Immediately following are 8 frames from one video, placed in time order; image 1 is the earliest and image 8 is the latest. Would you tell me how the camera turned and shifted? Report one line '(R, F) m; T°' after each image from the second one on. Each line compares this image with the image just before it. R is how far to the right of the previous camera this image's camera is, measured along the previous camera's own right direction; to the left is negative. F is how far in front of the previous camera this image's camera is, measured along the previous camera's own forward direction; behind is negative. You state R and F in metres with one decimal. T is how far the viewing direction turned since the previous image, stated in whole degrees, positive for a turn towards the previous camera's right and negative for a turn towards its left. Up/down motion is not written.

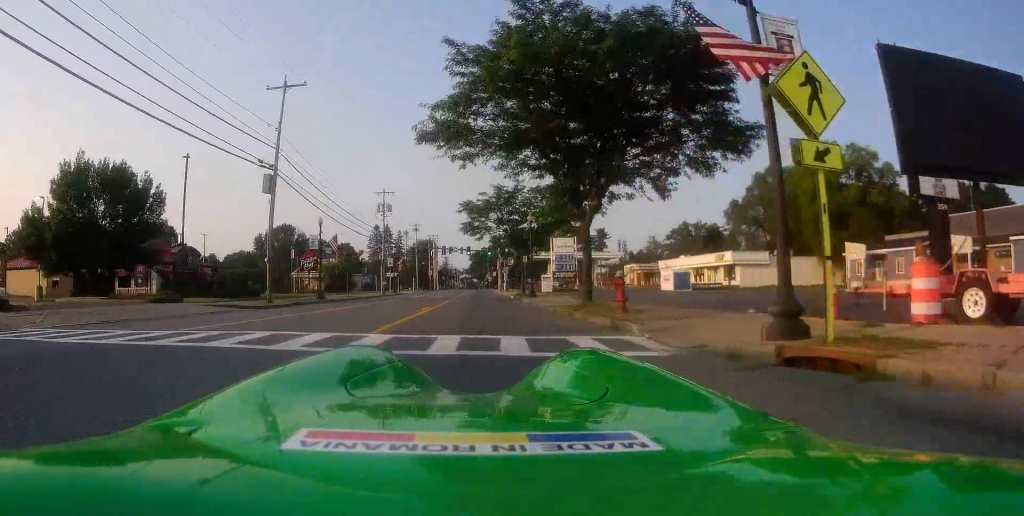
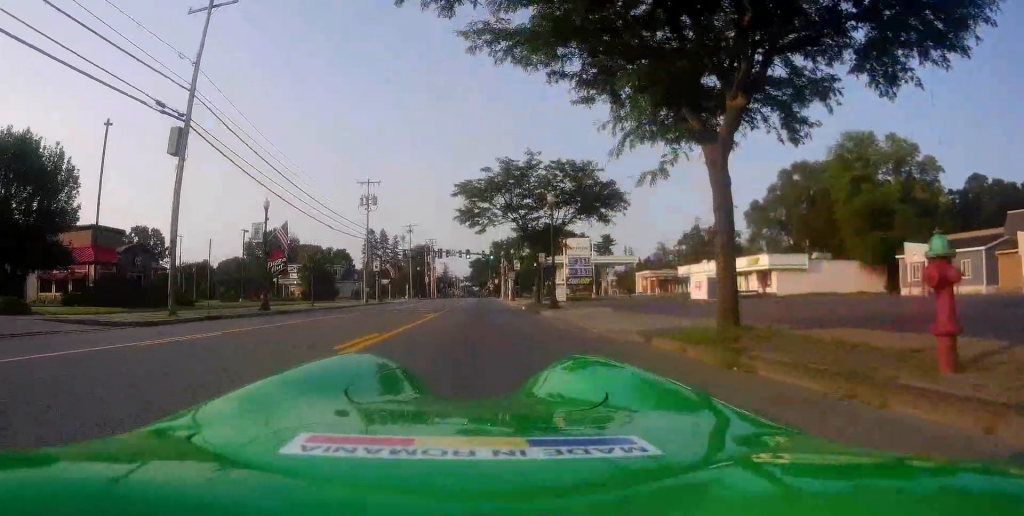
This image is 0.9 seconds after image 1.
(+0.2, +10.5) m; +1°
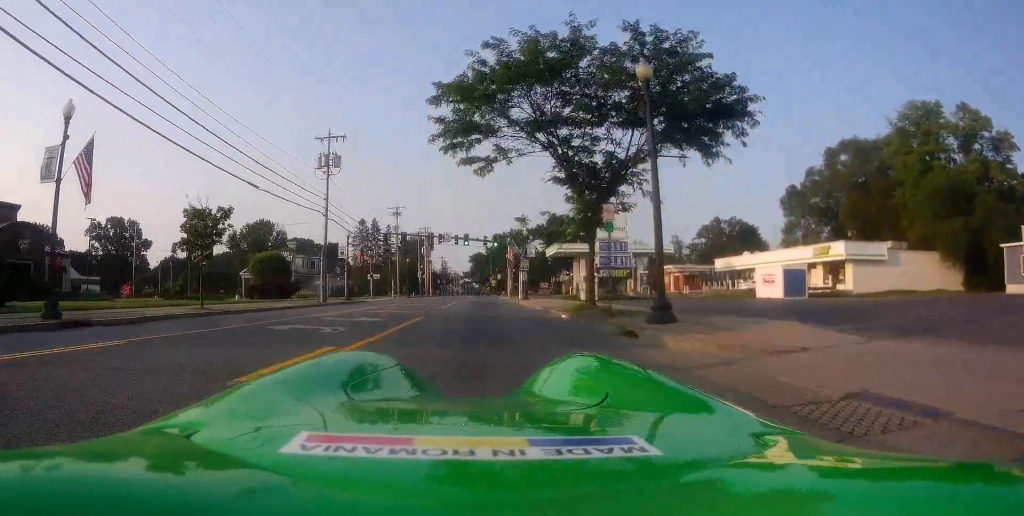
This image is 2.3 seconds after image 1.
(0.0, +15.8) m; -1°
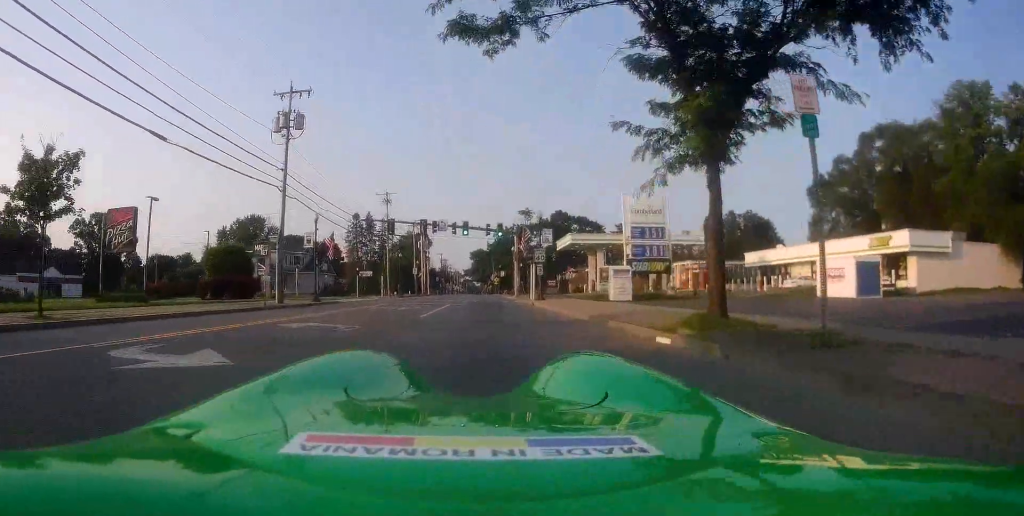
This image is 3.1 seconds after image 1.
(-0.2, +9.5) m; -1°
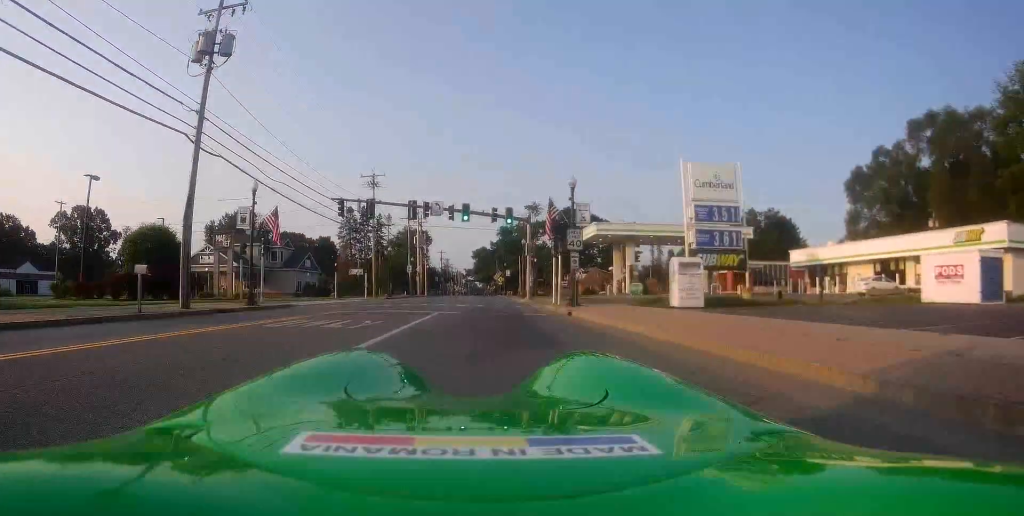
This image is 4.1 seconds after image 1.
(-0.1, +10.9) m; 0°
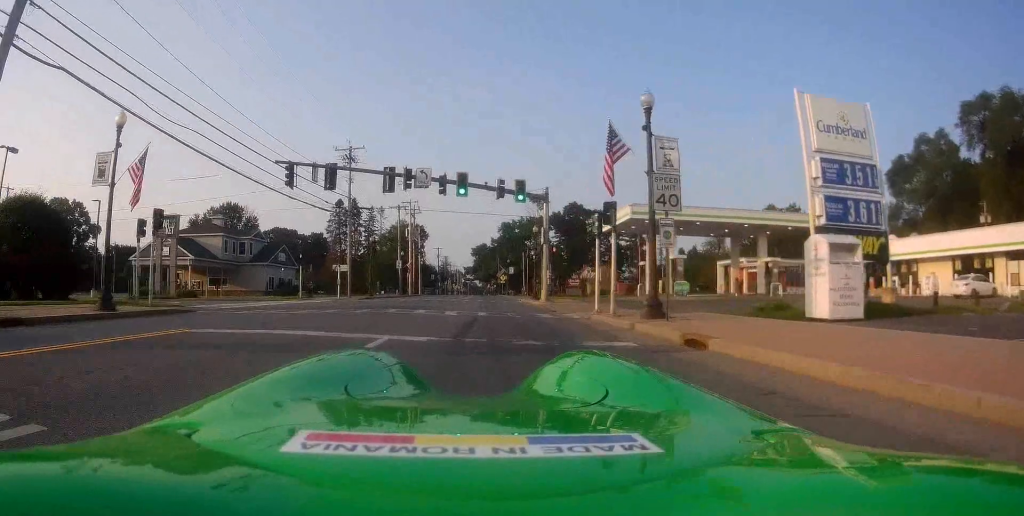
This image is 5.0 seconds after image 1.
(+0.1, +10.8) m; 0°
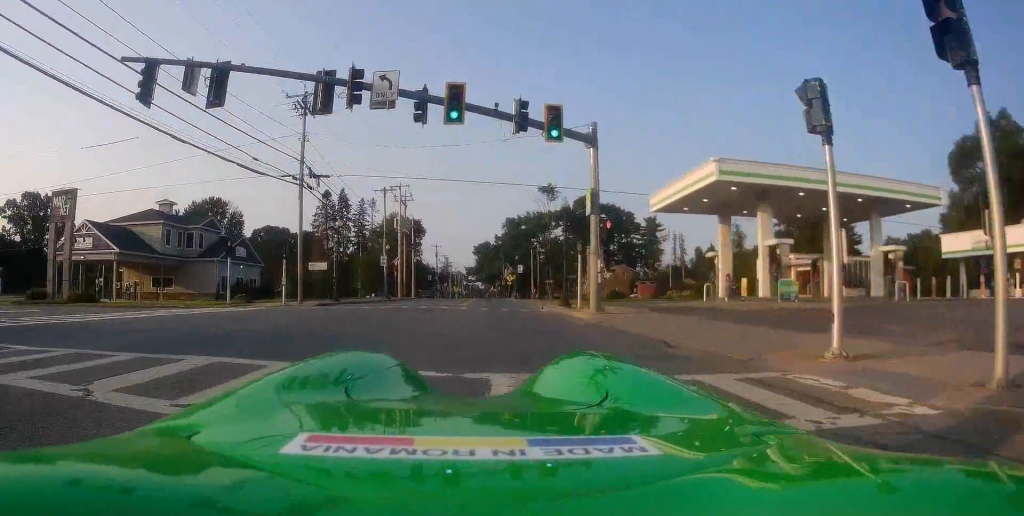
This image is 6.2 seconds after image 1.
(0.0, +13.4) m; 0°
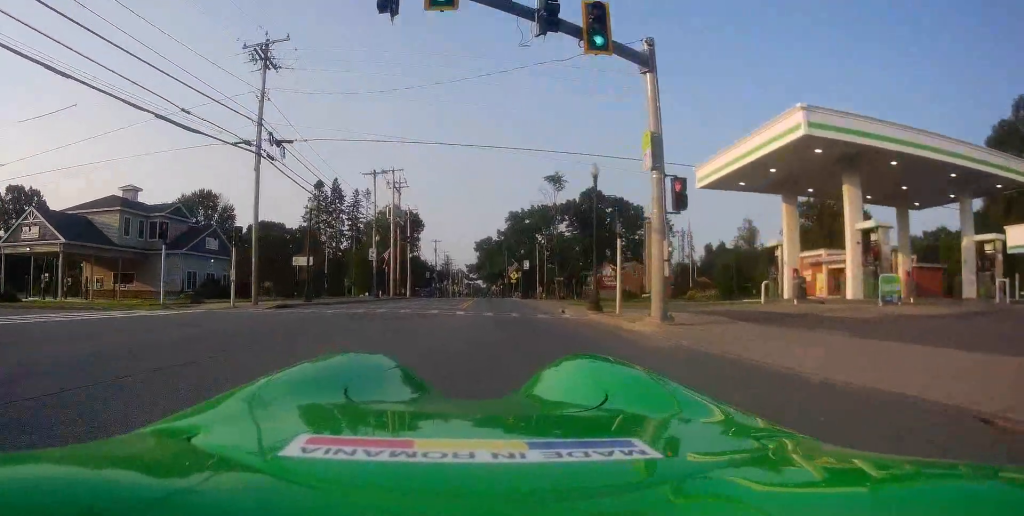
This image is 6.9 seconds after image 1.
(+0.1, +6.9) m; 0°
